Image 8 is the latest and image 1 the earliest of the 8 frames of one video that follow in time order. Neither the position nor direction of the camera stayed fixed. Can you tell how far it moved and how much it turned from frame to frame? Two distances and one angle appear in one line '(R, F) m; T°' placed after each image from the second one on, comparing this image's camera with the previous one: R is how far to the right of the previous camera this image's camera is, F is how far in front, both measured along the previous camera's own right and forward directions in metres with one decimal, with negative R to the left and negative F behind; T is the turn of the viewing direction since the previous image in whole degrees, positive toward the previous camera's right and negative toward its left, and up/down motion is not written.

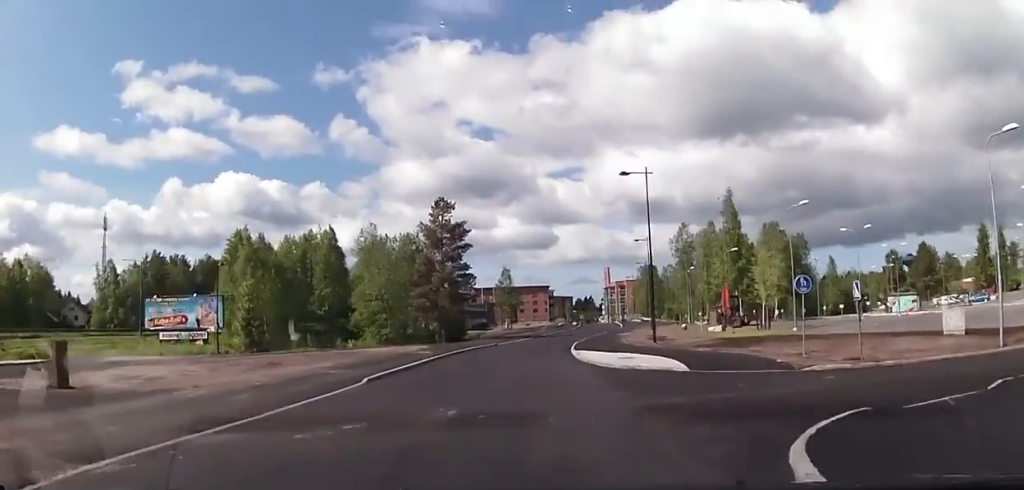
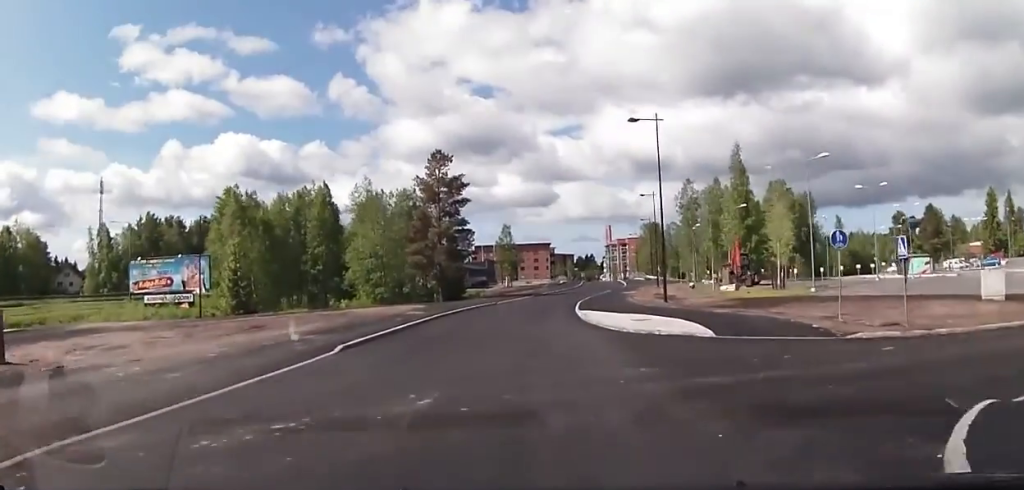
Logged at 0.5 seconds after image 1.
(0.0, +3.3) m; +1°
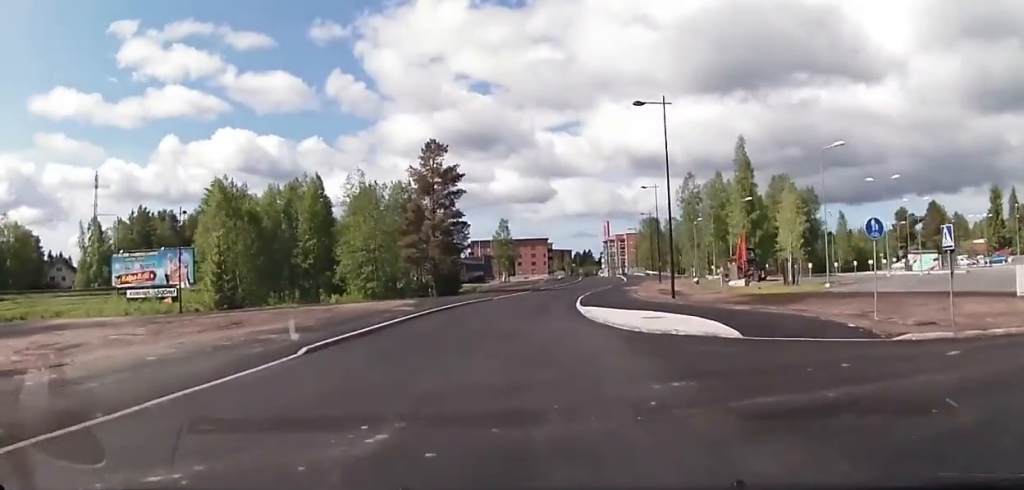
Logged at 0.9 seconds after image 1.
(-0.1, +2.7) m; +2°
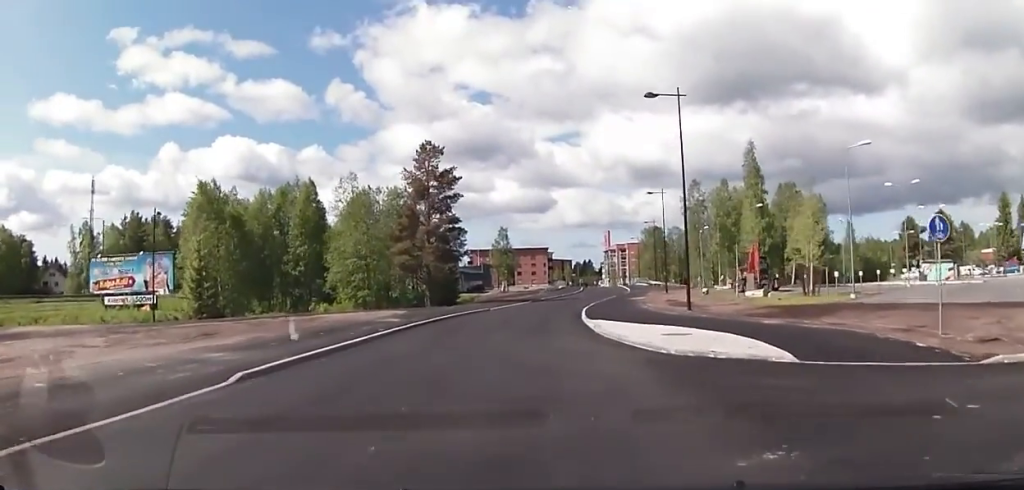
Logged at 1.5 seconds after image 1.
(+0.1, +3.5) m; +3°
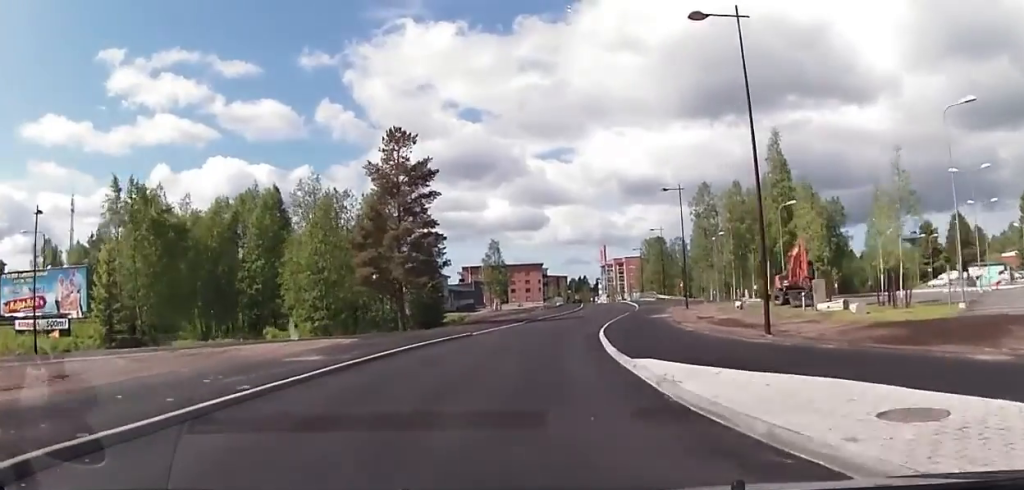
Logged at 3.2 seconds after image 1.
(+0.6, +10.6) m; -1°
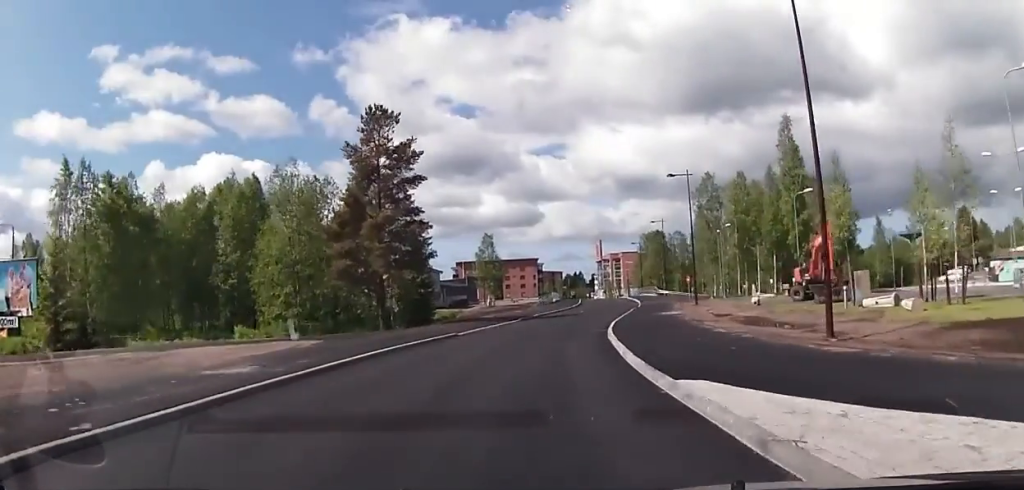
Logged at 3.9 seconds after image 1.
(-0.3, +4.5) m; 0°
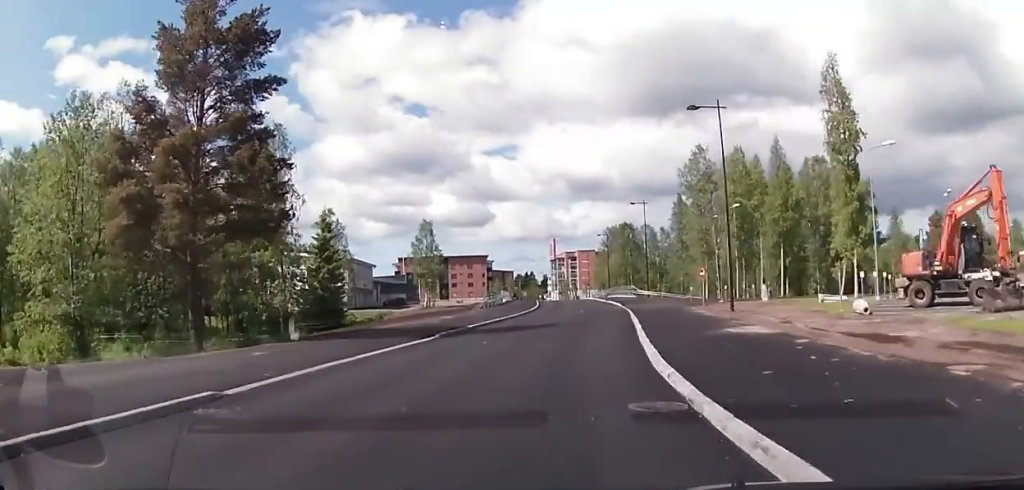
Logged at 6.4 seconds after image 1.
(0.0, +19.1) m; +1°
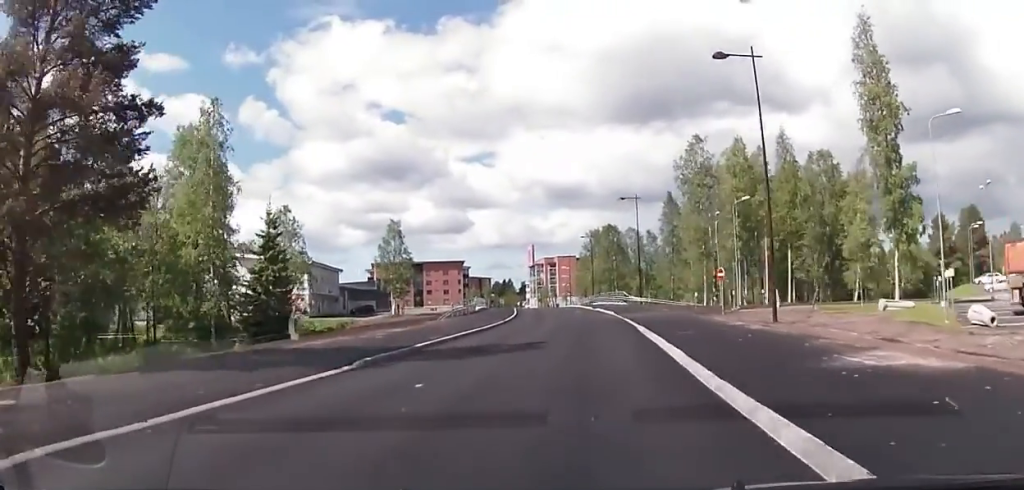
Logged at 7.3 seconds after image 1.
(+0.4, +8.3) m; +4°
